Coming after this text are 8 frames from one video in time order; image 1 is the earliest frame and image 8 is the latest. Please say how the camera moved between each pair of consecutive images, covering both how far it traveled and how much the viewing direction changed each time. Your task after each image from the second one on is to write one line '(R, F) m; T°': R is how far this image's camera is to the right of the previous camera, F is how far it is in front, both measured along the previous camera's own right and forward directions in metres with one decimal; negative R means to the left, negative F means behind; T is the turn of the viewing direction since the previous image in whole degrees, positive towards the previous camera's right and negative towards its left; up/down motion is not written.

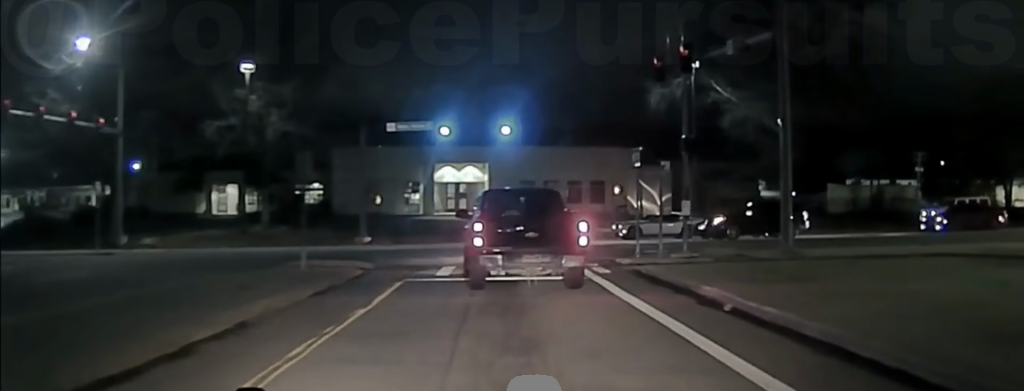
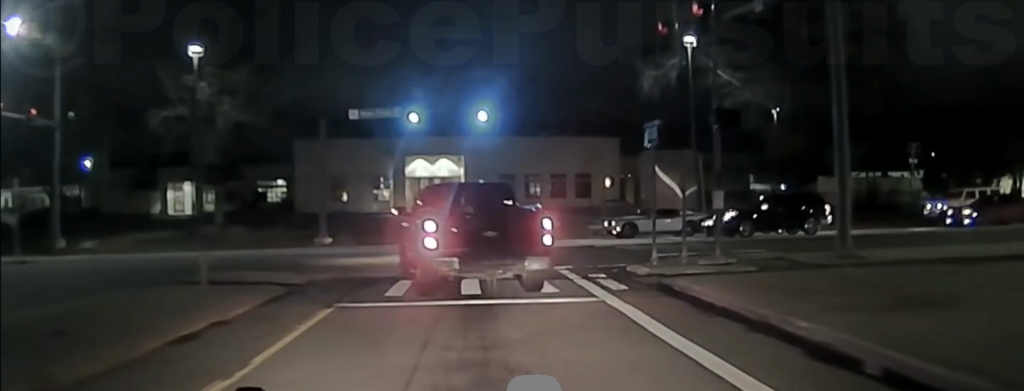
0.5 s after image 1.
(+0.5, +6.6) m; +2°
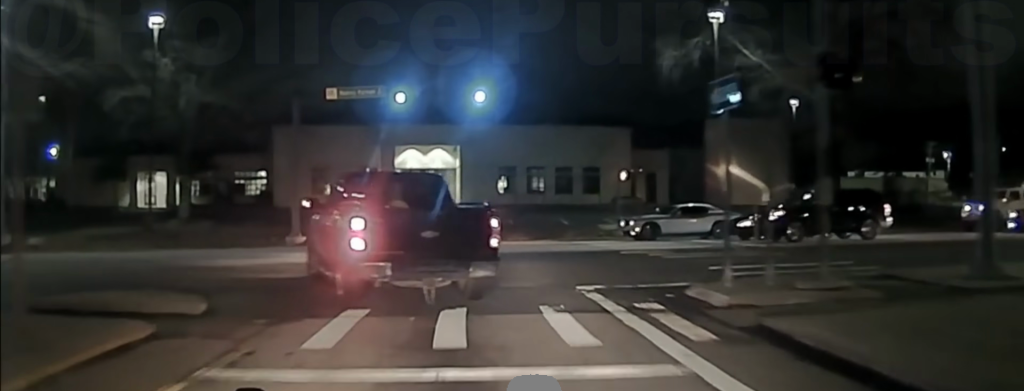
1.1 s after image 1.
(+0.3, +7.3) m; +1°
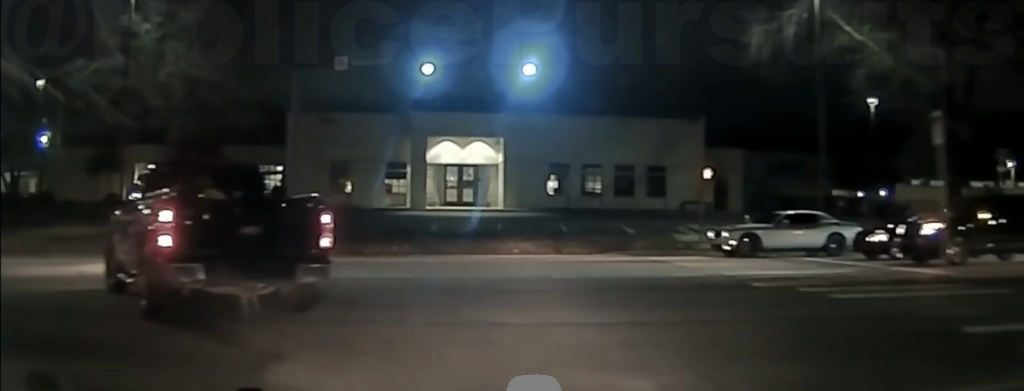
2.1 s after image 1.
(-0.3, +10.3) m; -6°
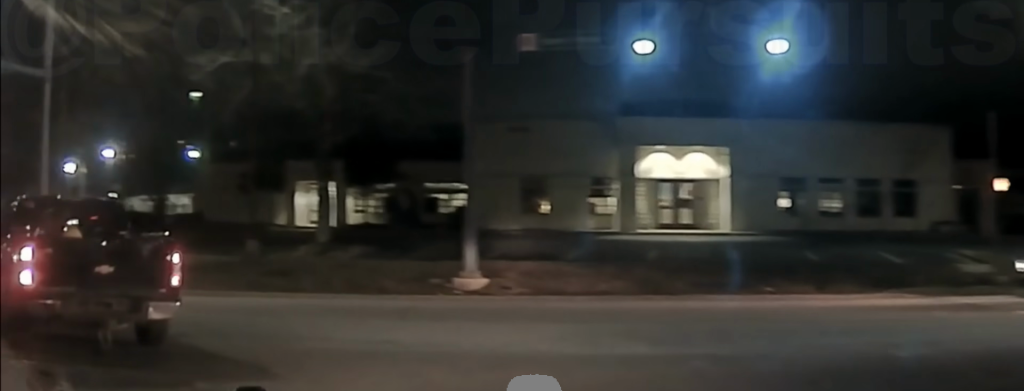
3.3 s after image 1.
(-1.0, +7.9) m; -16°
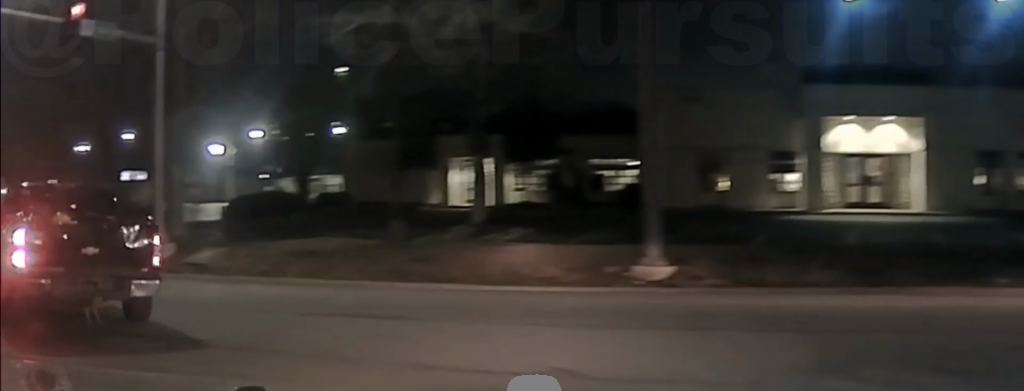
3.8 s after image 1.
(-0.4, +3.5) m; -10°
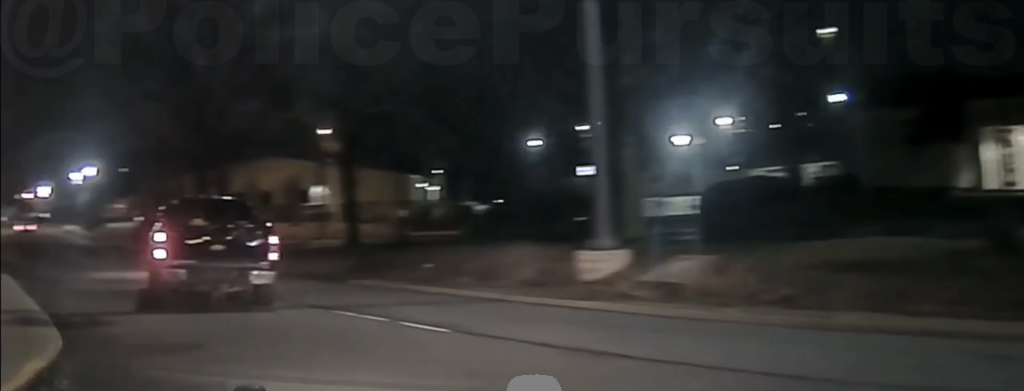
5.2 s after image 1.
(-1.6, +8.2) m; -23°
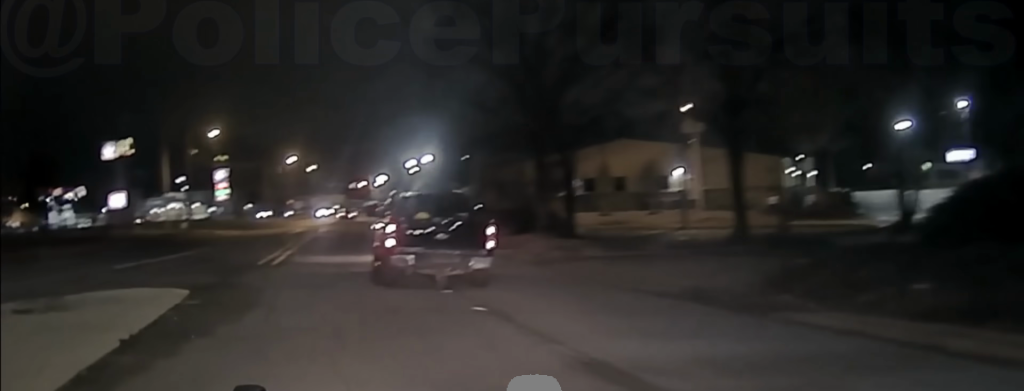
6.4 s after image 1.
(-1.6, +8.0) m; -19°
